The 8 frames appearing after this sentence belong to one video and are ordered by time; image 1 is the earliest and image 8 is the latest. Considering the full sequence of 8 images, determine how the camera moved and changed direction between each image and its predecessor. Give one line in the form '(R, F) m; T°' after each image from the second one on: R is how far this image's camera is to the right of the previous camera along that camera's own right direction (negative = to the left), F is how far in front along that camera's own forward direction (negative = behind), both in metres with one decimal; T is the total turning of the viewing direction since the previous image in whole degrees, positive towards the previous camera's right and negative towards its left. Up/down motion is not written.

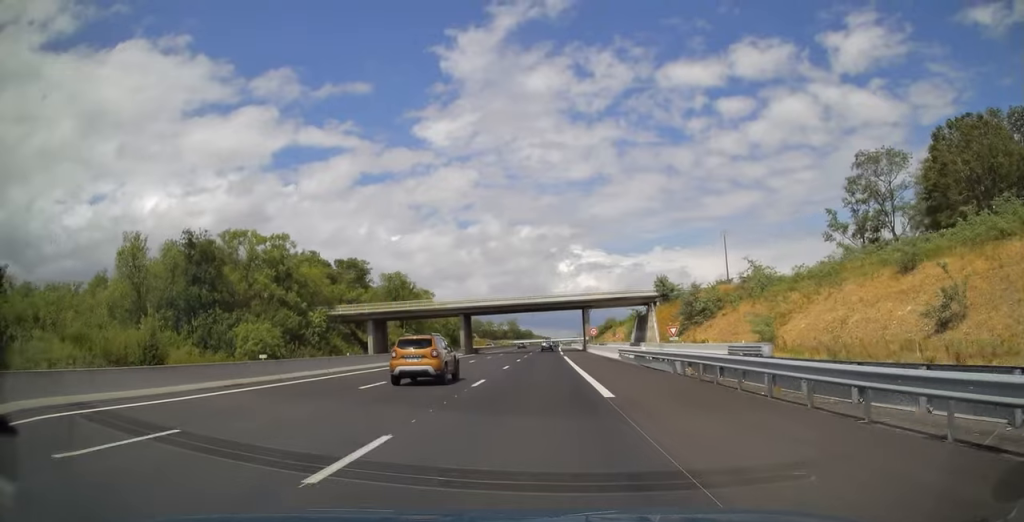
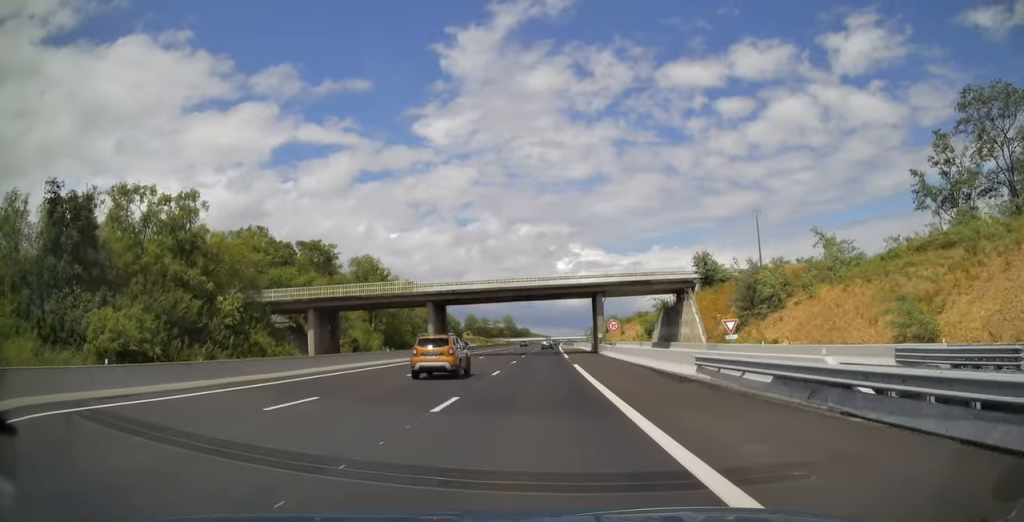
(0.0, +19.9) m; 0°
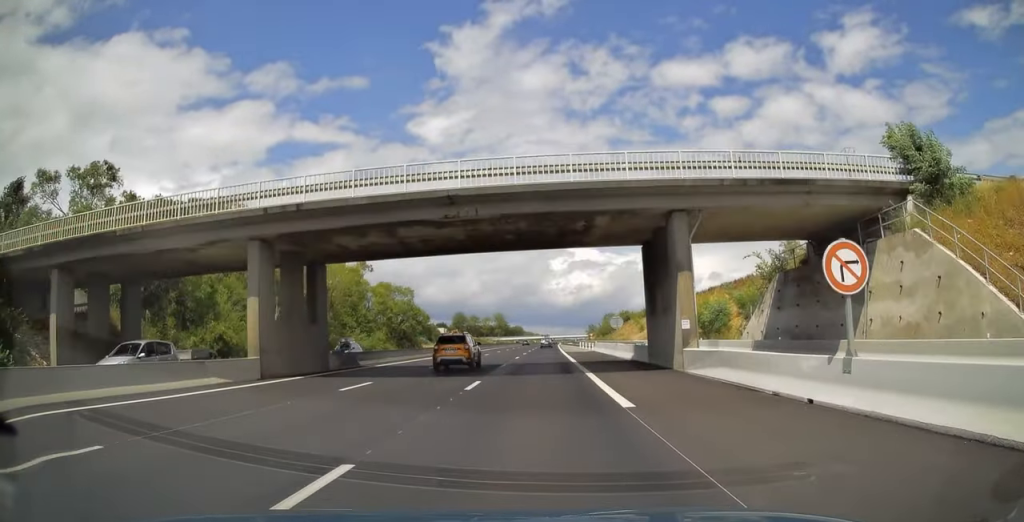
(-0.1, +34.5) m; 0°
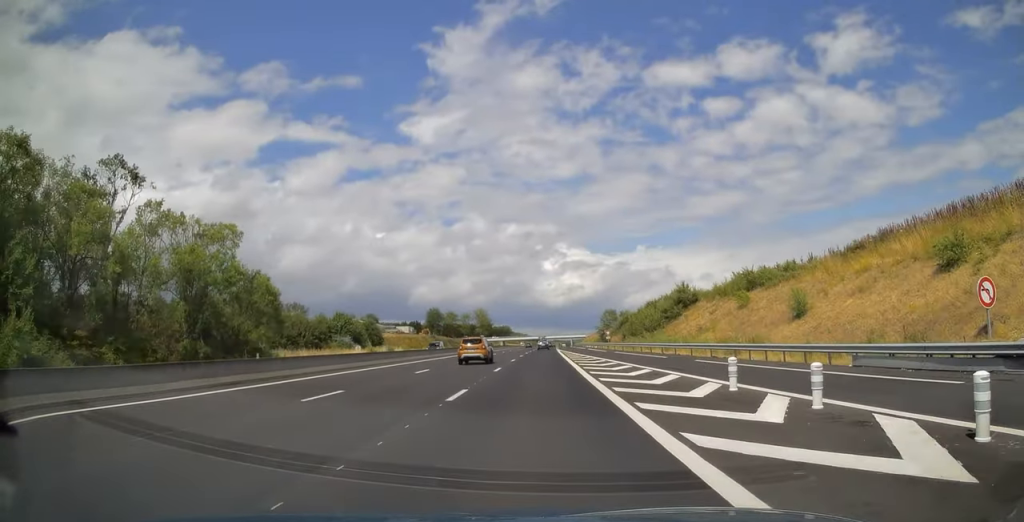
(+0.7, +67.9) m; +1°
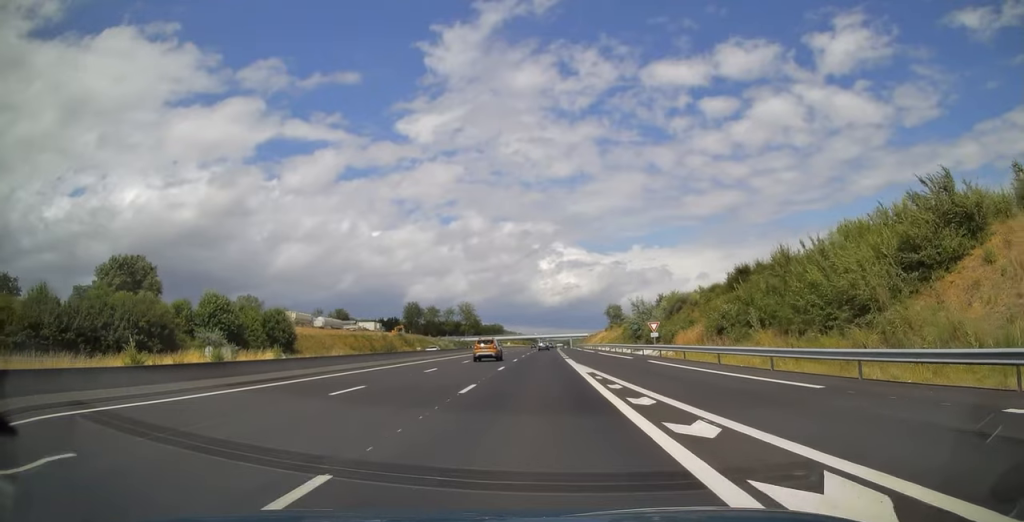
(+0.3, +50.0) m; +1°
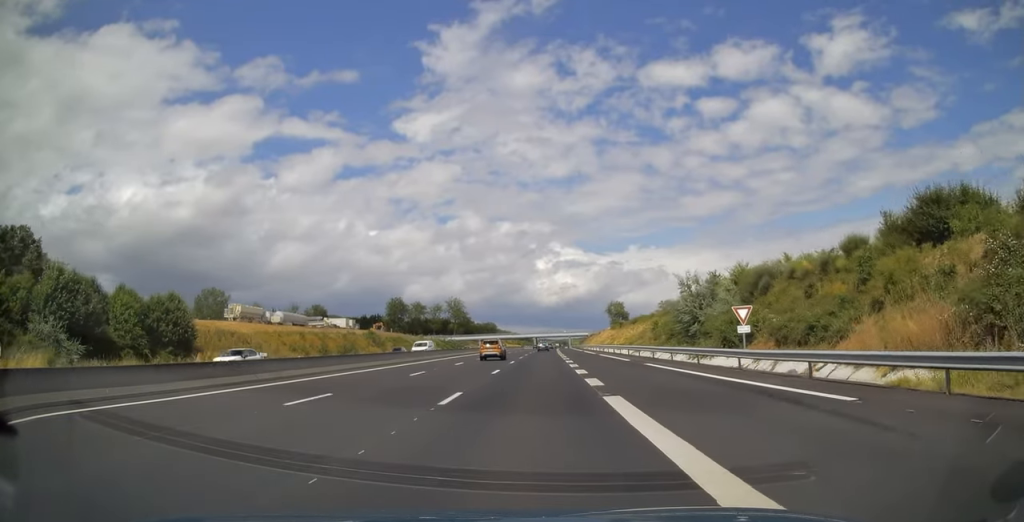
(0.0, +29.0) m; 0°
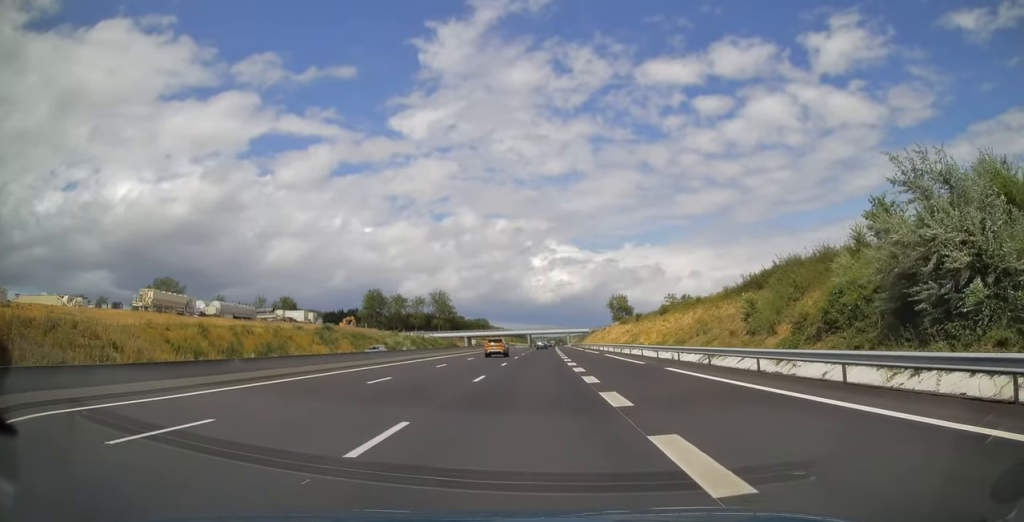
(+0.1, +32.2) m; 0°
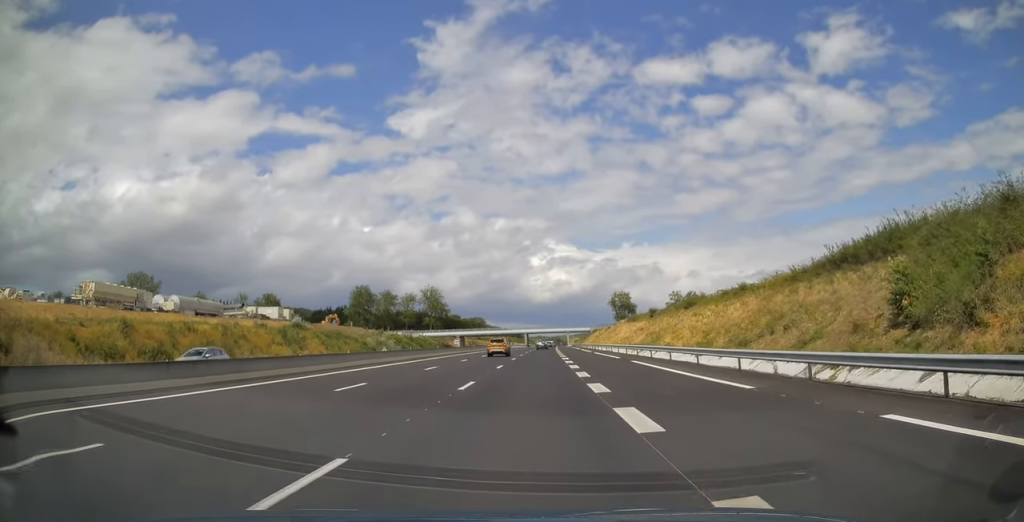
(+0.1, +16.1) m; 0°
